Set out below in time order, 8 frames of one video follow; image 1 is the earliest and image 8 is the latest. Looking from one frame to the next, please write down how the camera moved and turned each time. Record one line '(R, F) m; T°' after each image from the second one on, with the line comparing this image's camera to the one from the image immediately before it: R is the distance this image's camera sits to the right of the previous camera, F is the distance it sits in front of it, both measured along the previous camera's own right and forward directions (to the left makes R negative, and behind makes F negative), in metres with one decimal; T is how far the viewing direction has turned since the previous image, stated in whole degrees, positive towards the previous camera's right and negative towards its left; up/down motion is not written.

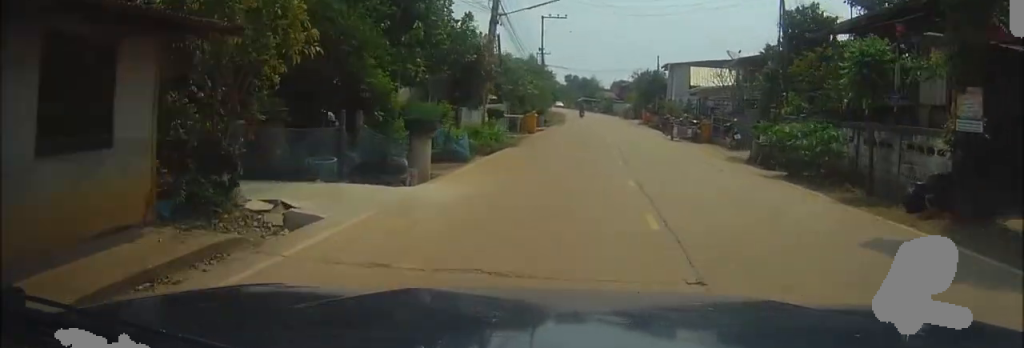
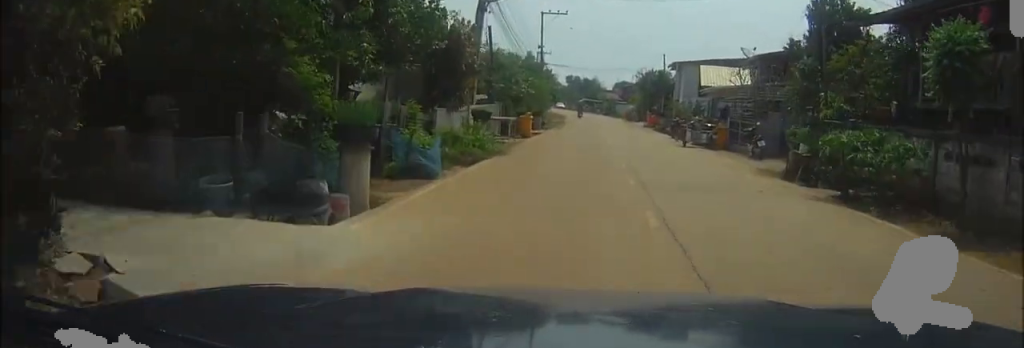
(0.0, +3.5) m; 0°
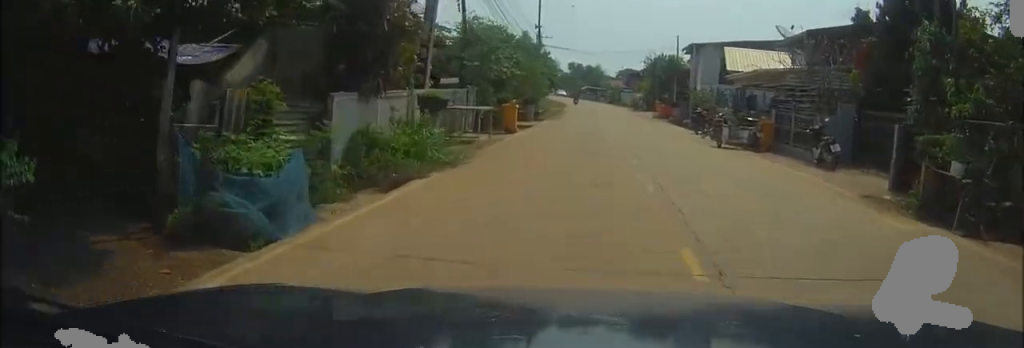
(0.0, +6.7) m; -1°
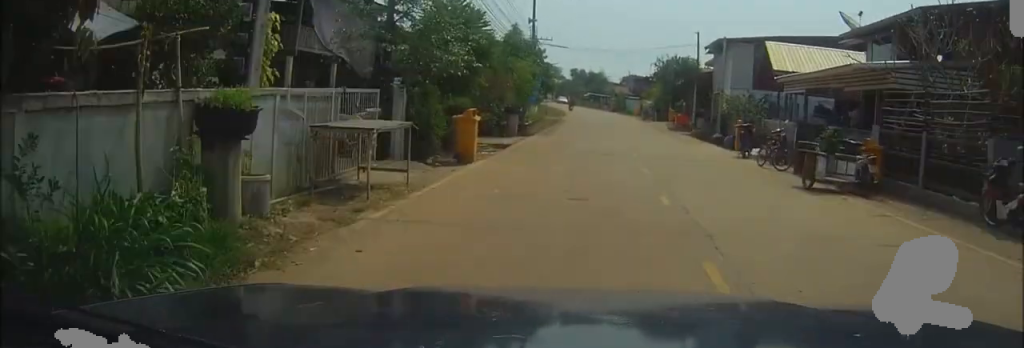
(-0.2, +8.4) m; -1°
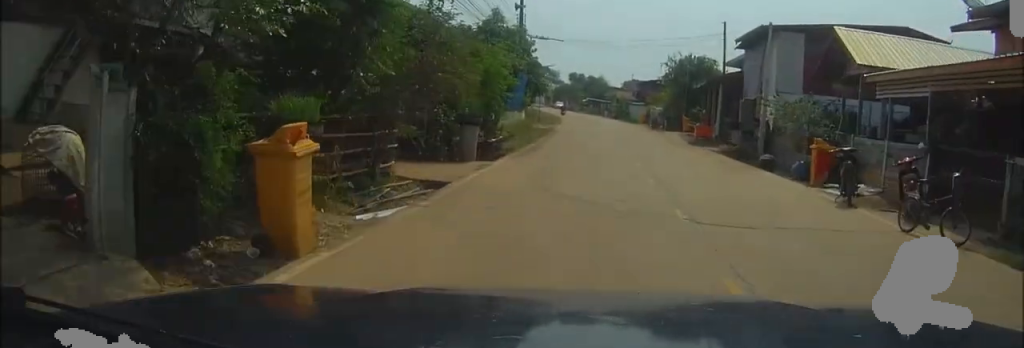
(0.0, +8.6) m; +1°
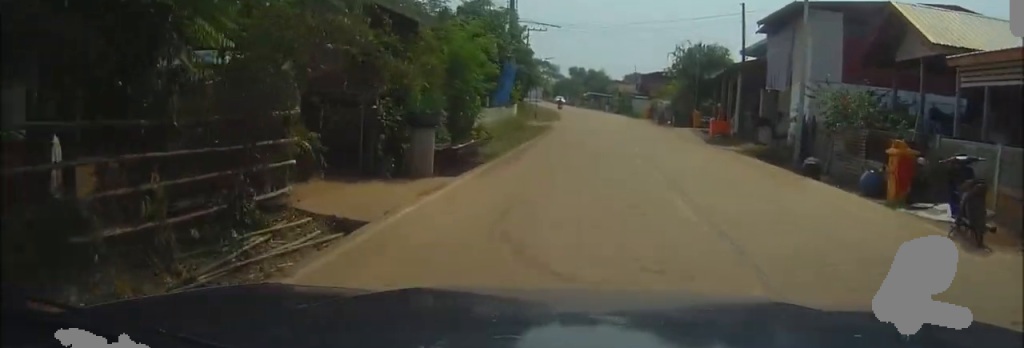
(+0.1, +4.4) m; 0°
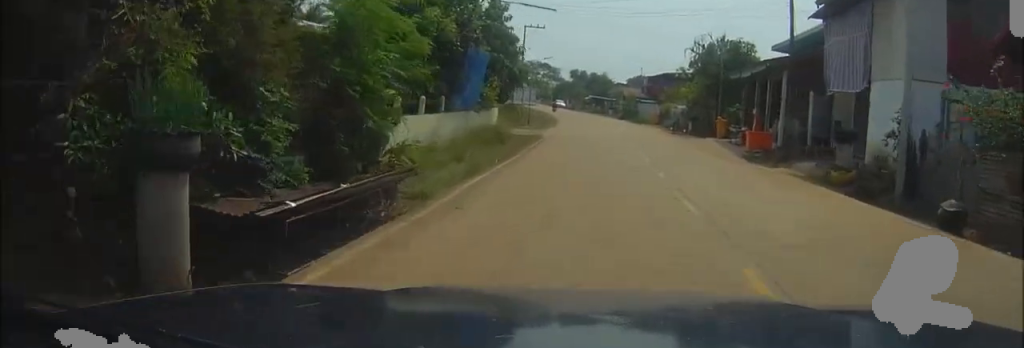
(+0.1, +7.2) m; 0°
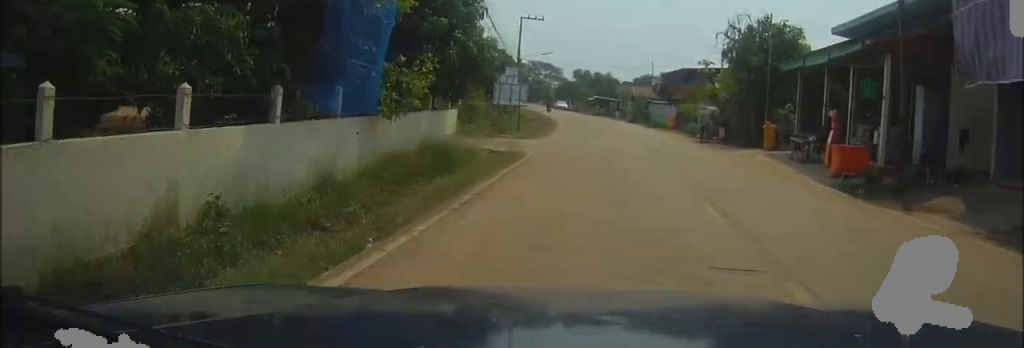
(0.0, +8.6) m; 0°
